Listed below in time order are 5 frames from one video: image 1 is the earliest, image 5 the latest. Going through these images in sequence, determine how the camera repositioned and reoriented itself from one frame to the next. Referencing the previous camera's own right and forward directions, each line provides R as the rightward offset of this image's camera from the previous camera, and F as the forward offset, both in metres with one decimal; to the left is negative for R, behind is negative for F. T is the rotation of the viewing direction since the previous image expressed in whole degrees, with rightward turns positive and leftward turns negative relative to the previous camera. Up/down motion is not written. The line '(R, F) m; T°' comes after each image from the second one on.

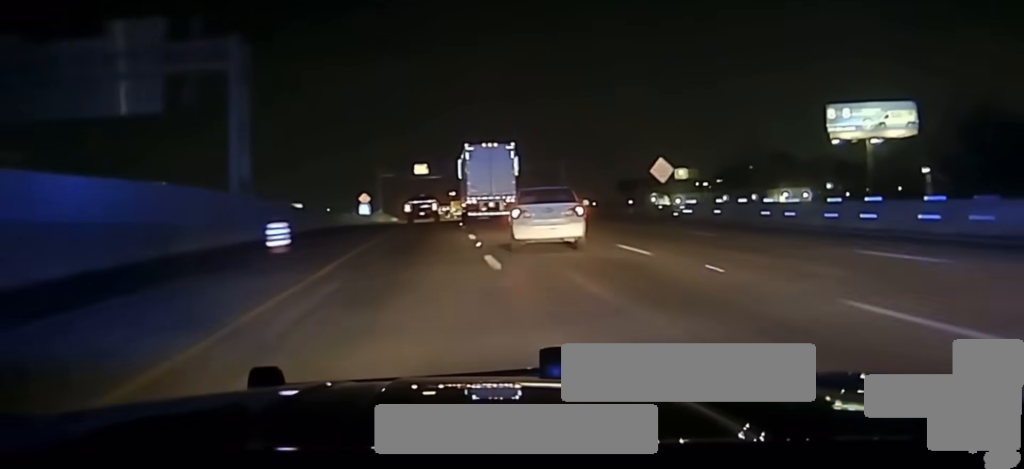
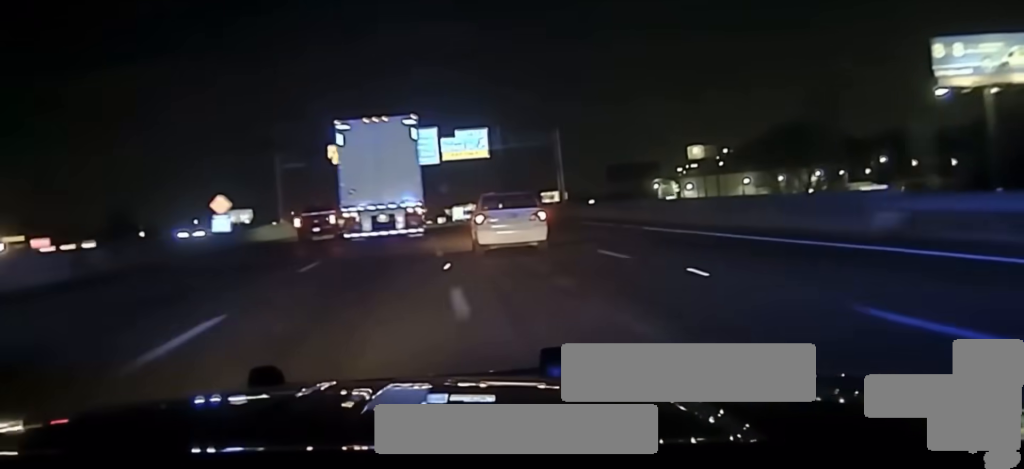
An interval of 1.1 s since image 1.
(+1.0, +43.3) m; +2°
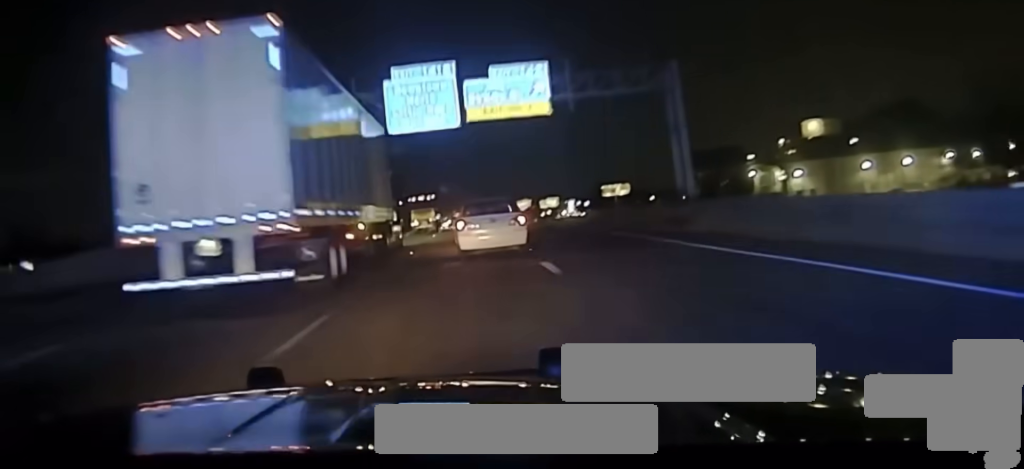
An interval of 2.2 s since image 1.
(-0.2, +38.6) m; 0°
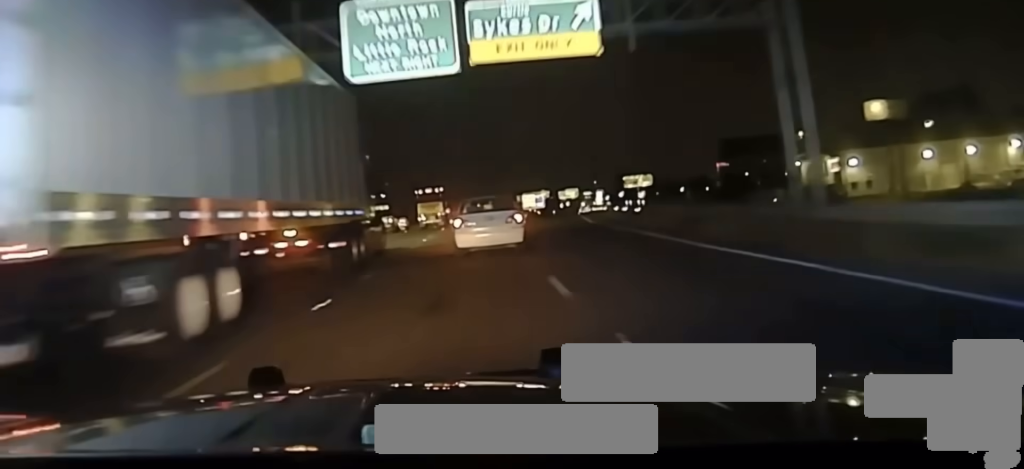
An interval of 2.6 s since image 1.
(0.0, +16.0) m; 0°
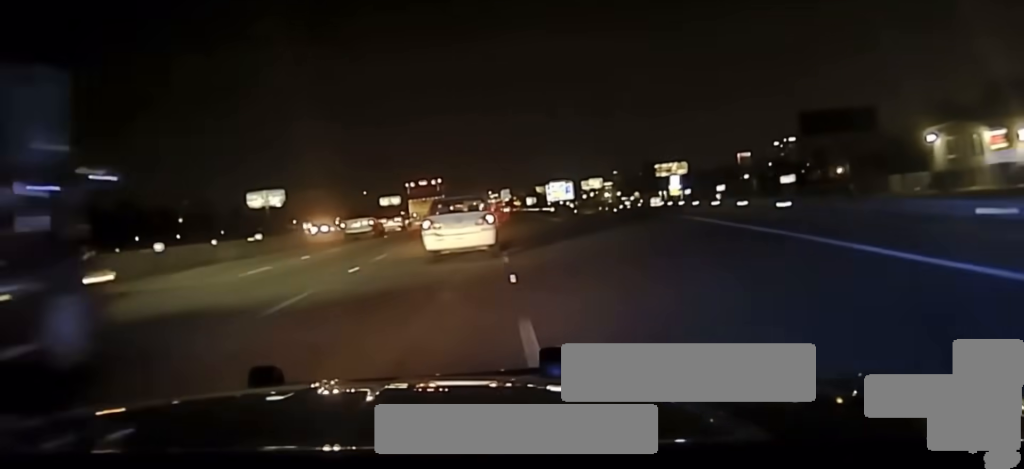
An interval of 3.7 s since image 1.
(-0.2, +41.4) m; -1°
